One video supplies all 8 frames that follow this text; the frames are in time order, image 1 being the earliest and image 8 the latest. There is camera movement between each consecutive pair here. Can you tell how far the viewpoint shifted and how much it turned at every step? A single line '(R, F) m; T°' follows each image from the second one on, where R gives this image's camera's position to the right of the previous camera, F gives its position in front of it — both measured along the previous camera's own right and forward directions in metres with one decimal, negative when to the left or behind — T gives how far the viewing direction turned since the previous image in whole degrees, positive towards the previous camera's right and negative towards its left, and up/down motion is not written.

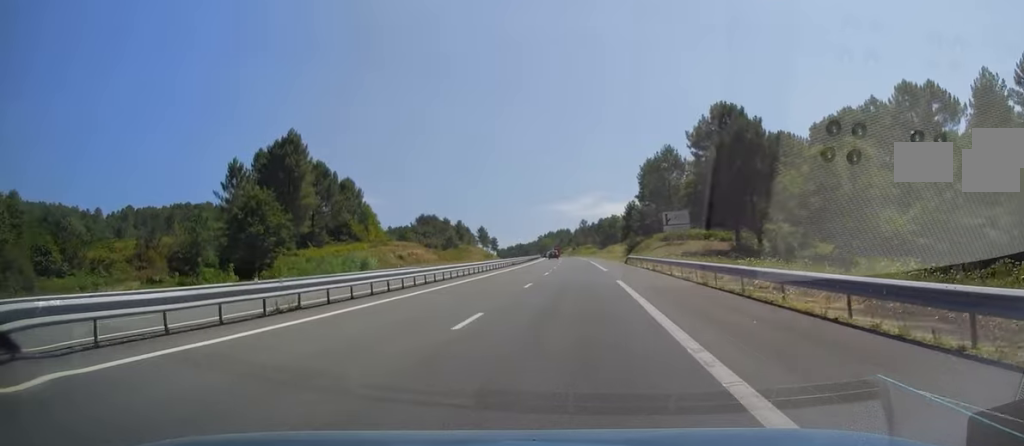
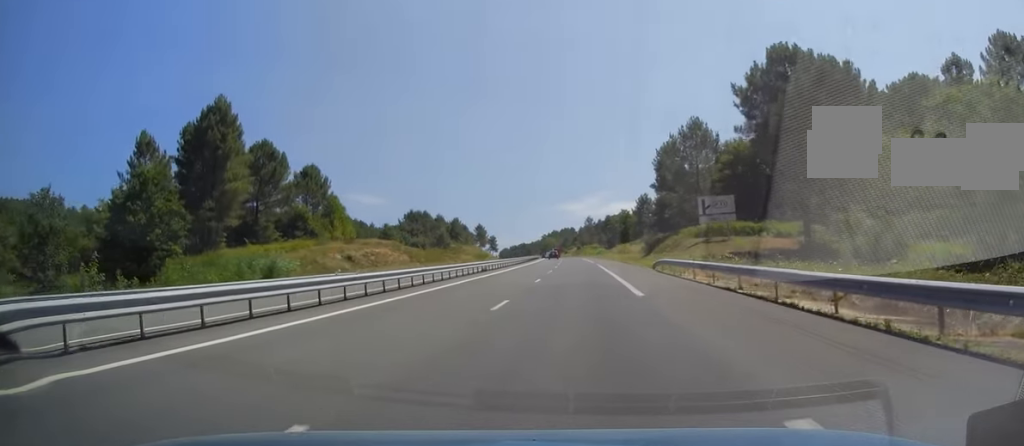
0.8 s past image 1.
(-0.3, +22.9) m; -1°
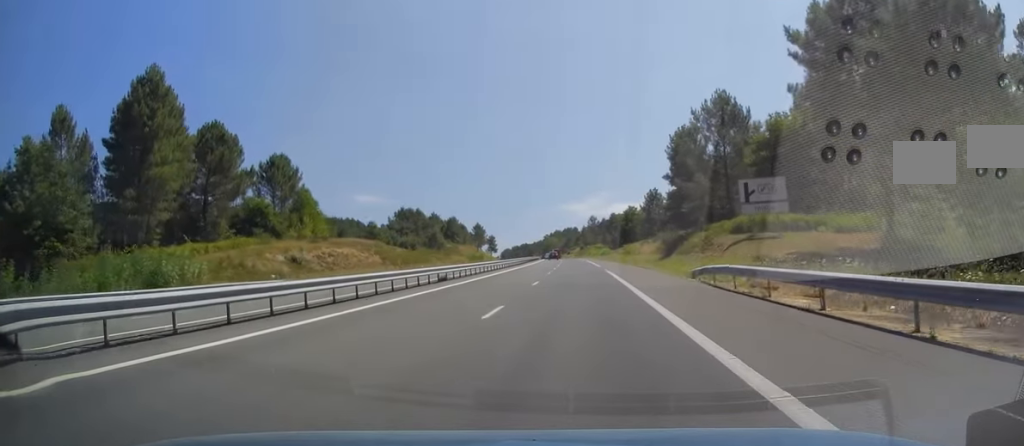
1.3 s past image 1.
(-0.2, +15.1) m; 0°
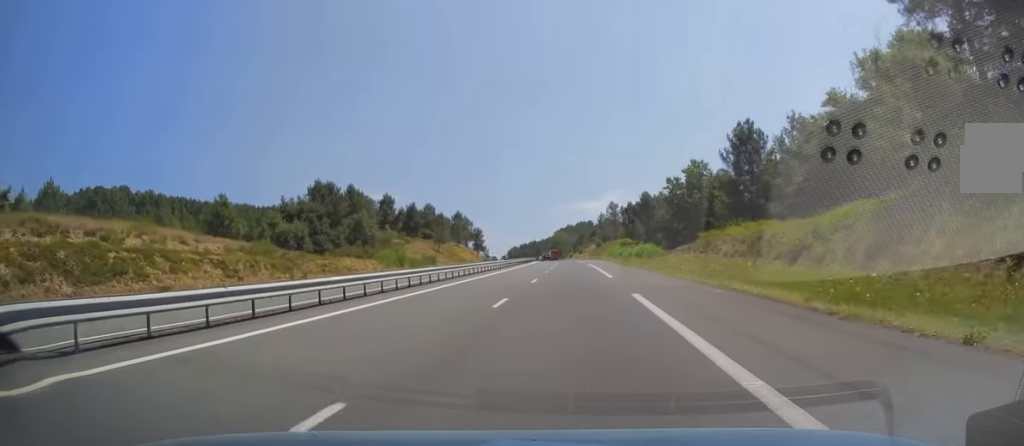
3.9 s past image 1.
(+0.2, +76.6) m; -1°
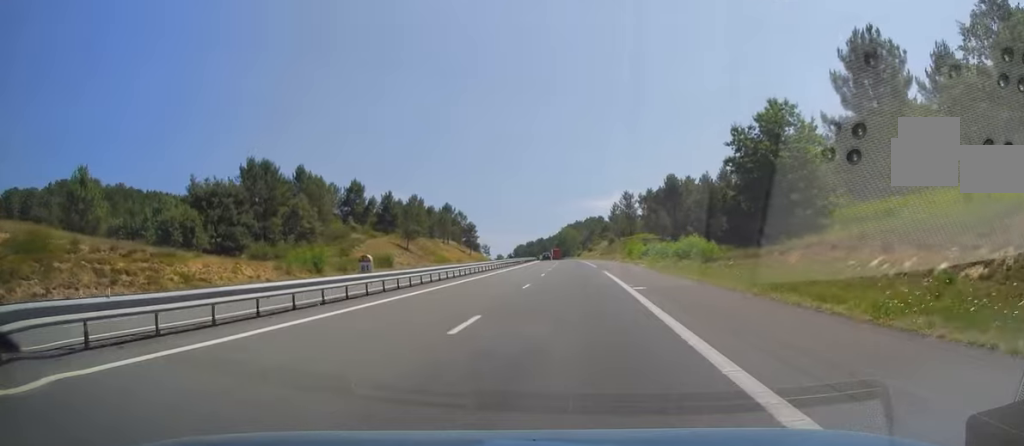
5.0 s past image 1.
(-0.6, +31.7) m; -1°
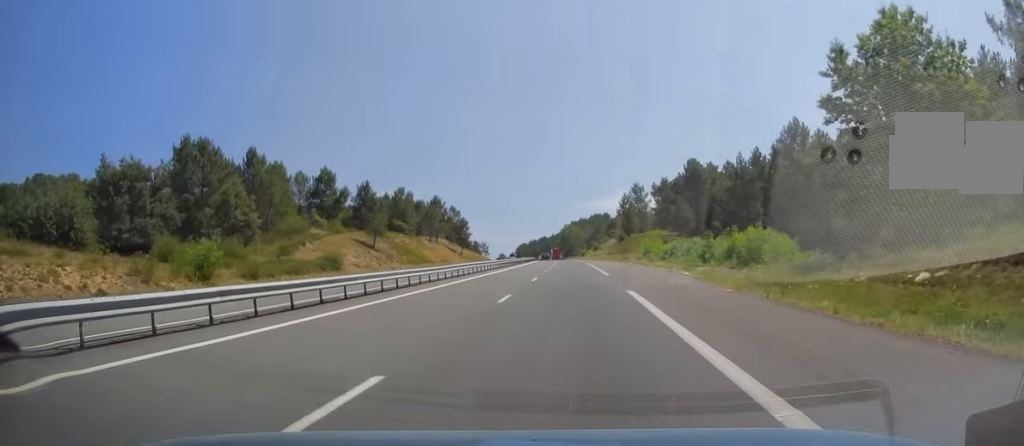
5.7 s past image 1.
(+0.3, +20.0) m; 0°
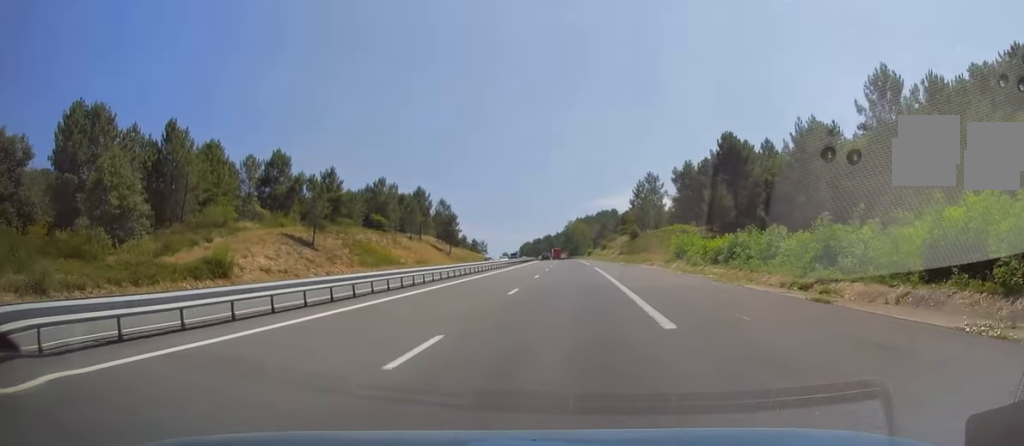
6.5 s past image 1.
(-0.3, +23.0) m; -1°
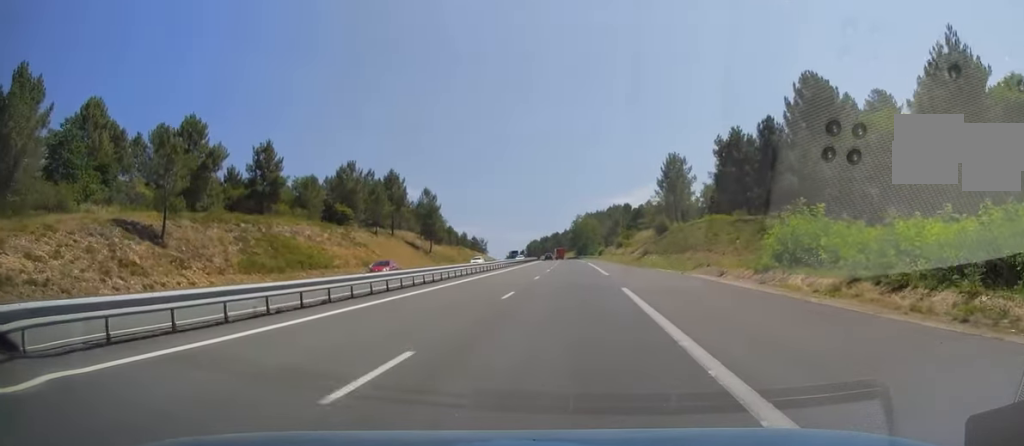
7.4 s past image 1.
(-0.4, +28.4) m; -1°
